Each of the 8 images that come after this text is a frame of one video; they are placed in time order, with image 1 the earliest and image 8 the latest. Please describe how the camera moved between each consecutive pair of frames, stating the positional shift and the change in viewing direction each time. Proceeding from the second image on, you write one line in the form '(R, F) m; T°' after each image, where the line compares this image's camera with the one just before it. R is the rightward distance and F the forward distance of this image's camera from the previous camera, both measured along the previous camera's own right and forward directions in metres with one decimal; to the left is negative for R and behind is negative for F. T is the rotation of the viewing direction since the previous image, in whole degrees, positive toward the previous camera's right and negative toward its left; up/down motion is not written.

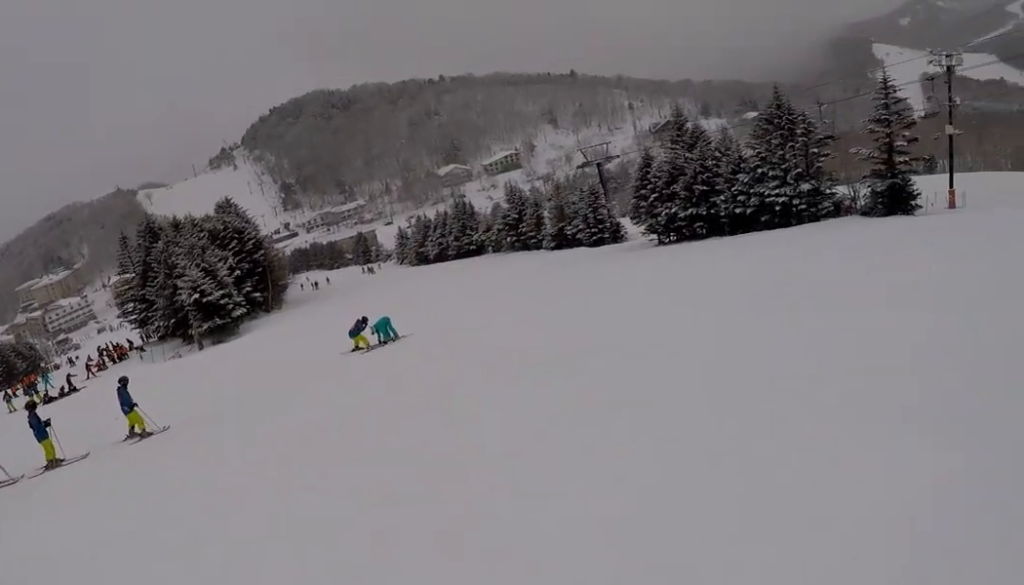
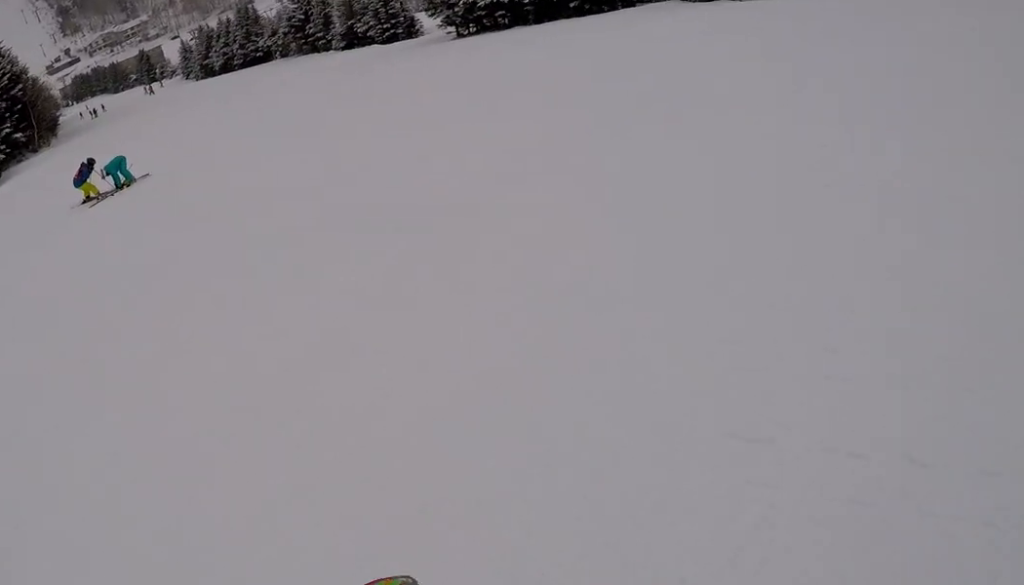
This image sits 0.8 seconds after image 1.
(-0.2, +4.3) m; 0°
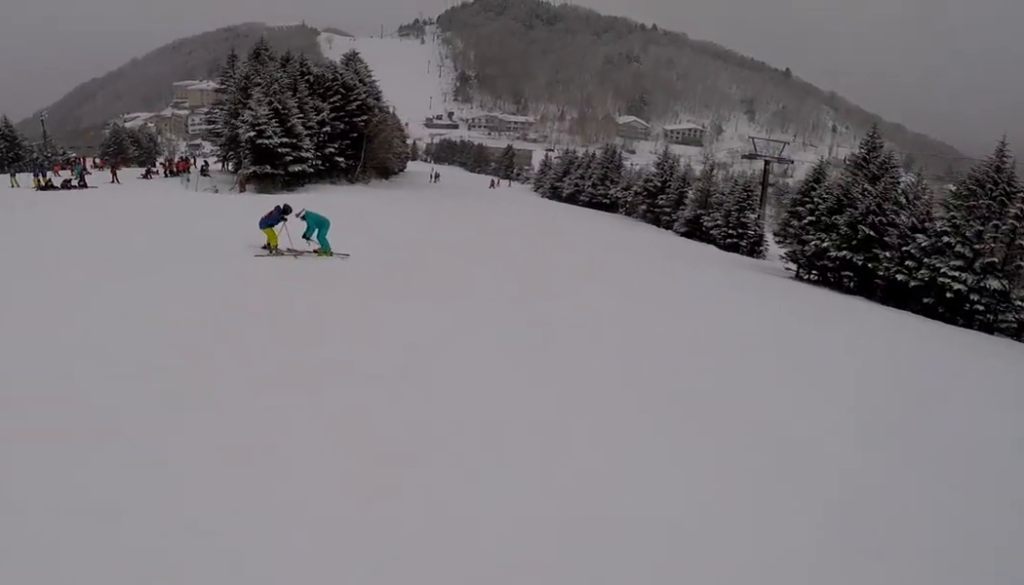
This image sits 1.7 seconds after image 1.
(+0.3, +4.6) m; -1°
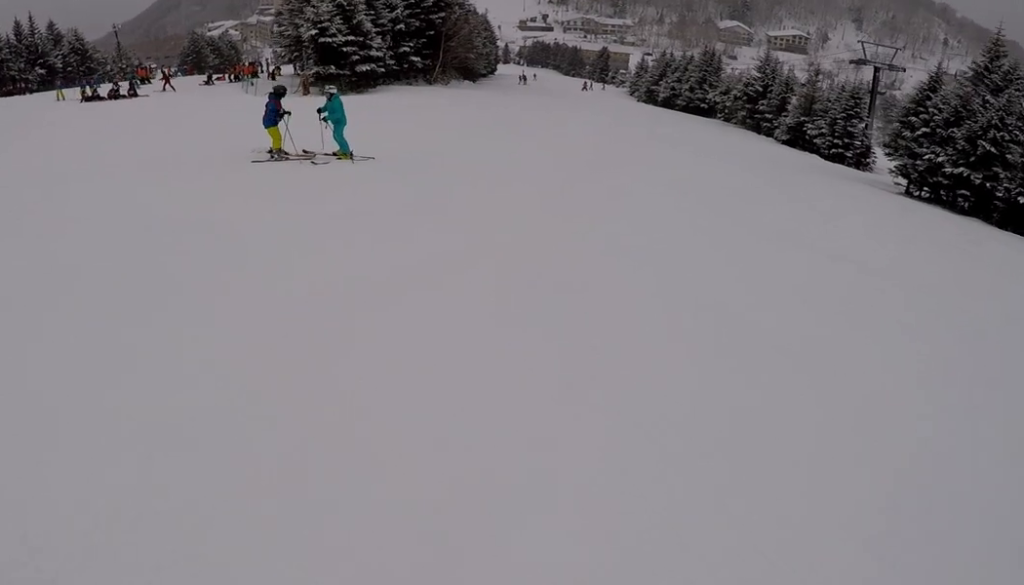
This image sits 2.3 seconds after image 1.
(-0.3, +2.9) m; -4°
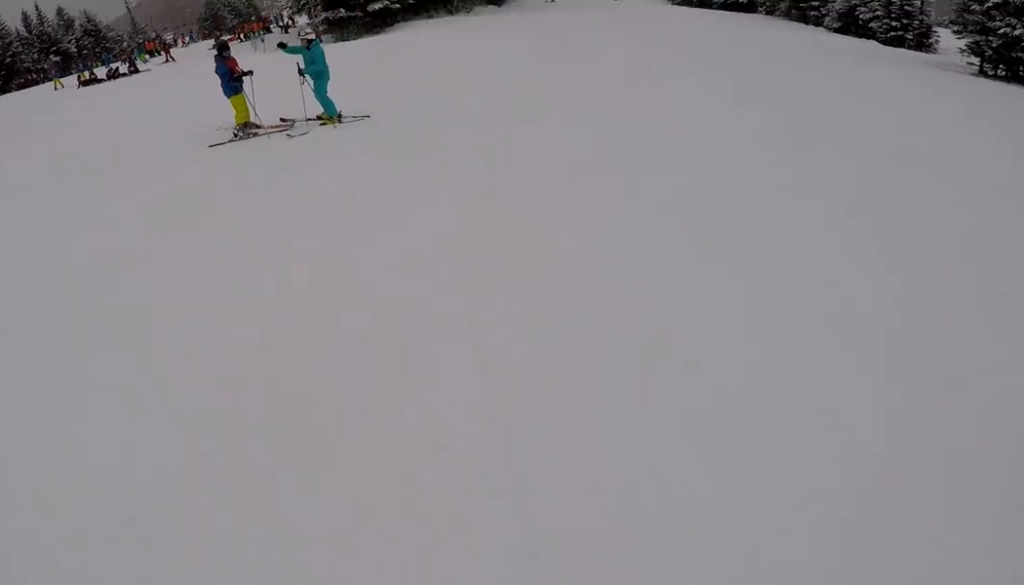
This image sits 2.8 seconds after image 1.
(-0.1, +3.2) m; -2°
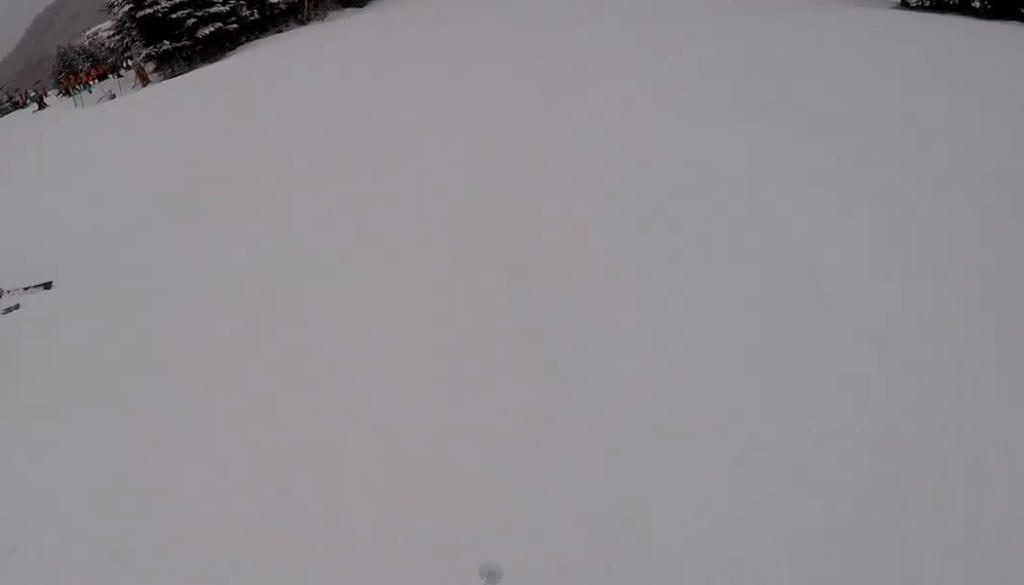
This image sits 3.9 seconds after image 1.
(0.0, +6.1) m; 0°
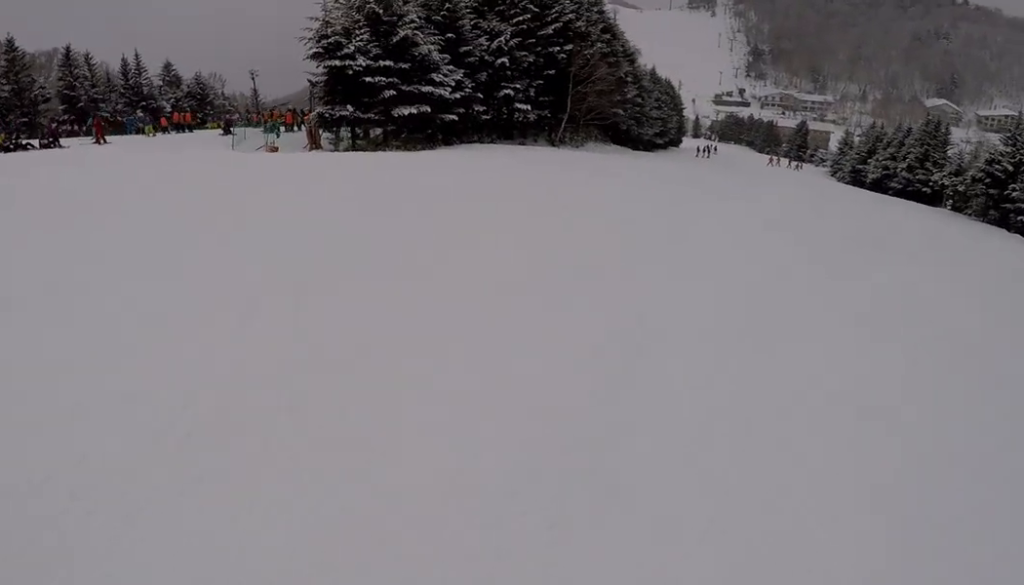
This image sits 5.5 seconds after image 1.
(-0.1, +9.5) m; -14°
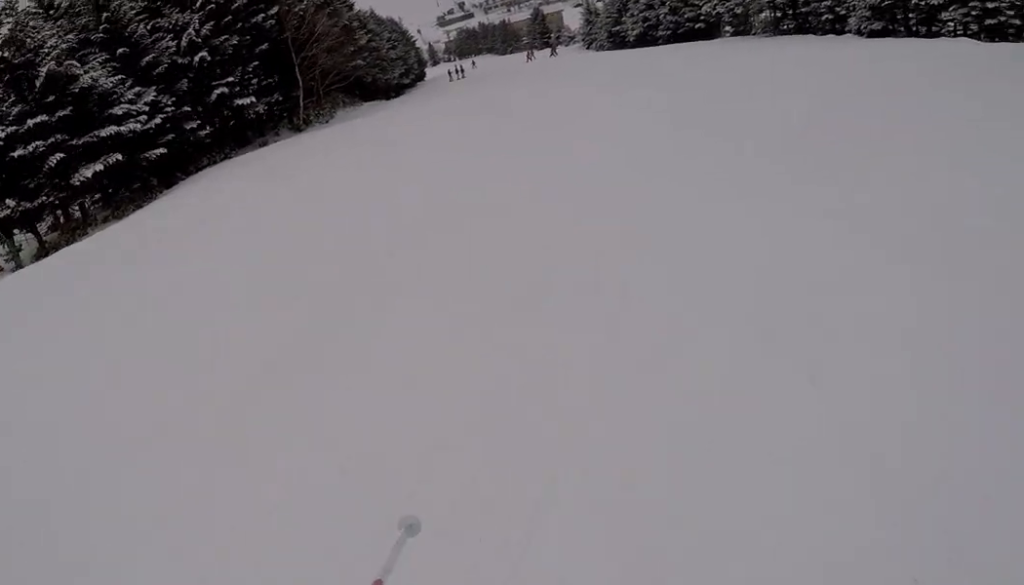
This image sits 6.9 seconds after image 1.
(-1.2, +8.2) m; +1°
